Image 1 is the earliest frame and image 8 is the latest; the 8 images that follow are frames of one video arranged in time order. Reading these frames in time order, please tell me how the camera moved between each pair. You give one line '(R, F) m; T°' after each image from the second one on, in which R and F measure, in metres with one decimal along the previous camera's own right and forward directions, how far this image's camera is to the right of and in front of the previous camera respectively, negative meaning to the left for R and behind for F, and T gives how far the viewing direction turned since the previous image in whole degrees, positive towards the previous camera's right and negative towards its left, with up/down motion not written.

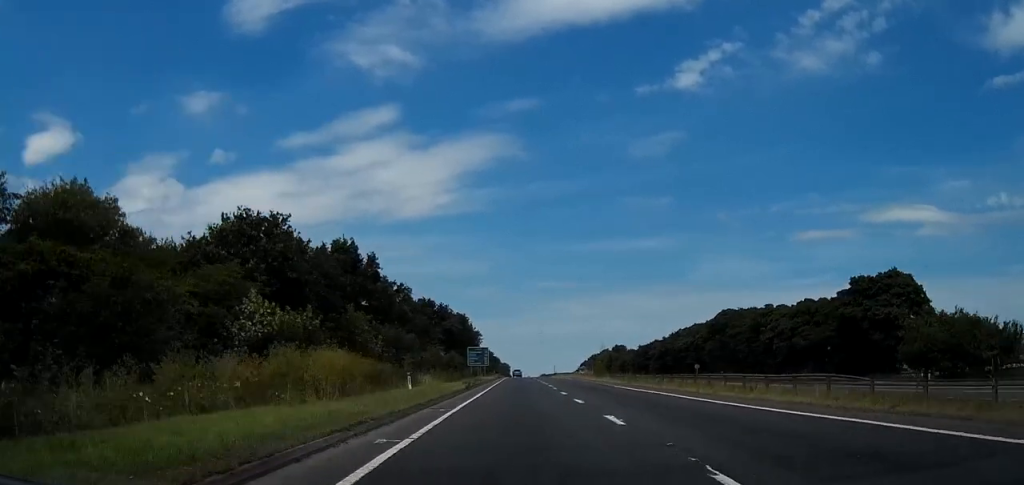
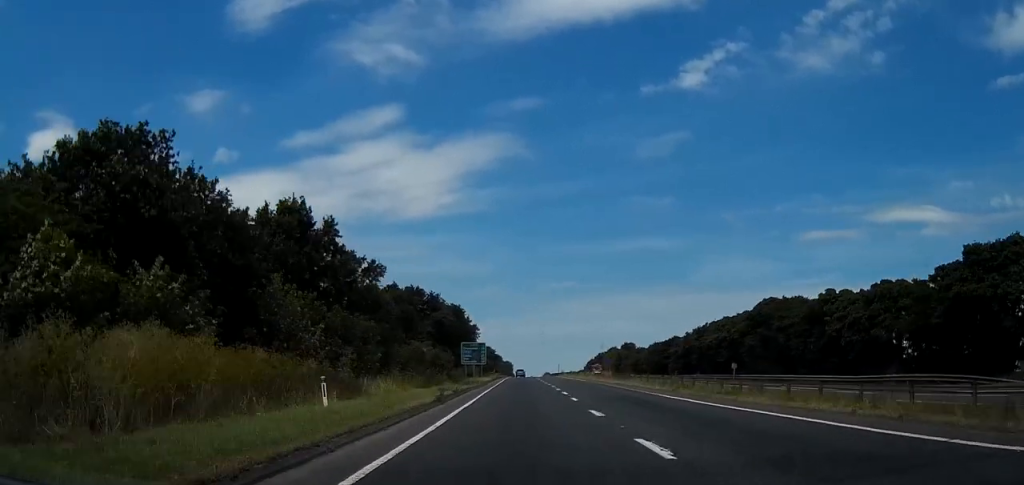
(0.0, +14.1) m; 0°
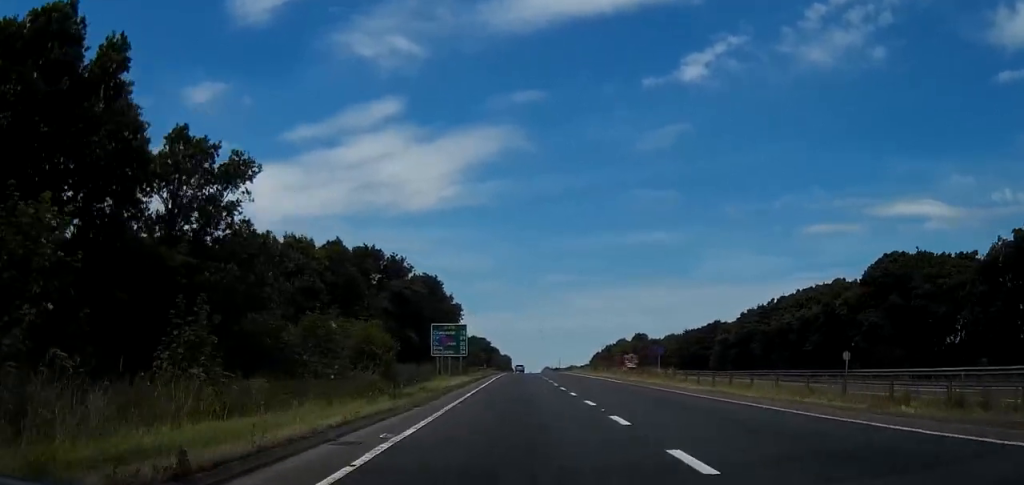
(0.0, +26.4) m; 0°
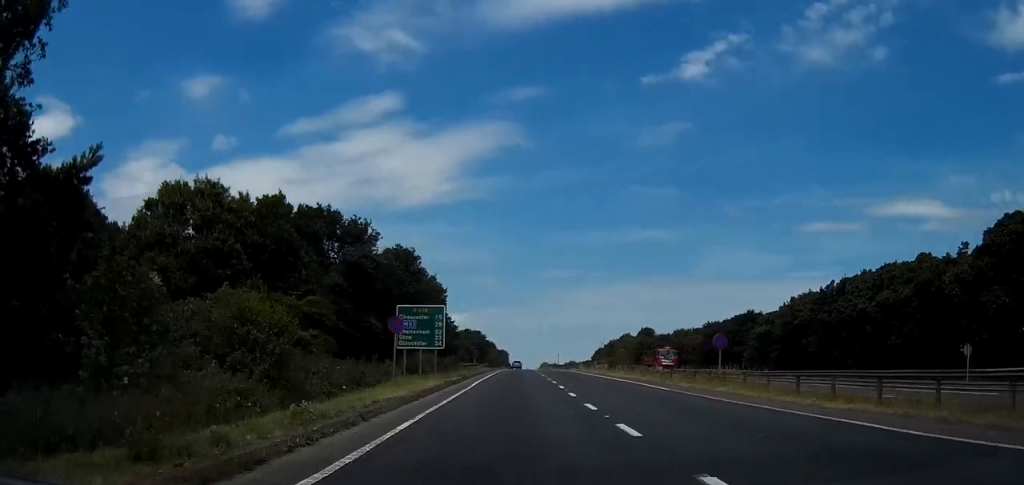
(0.0, +14.7) m; 0°
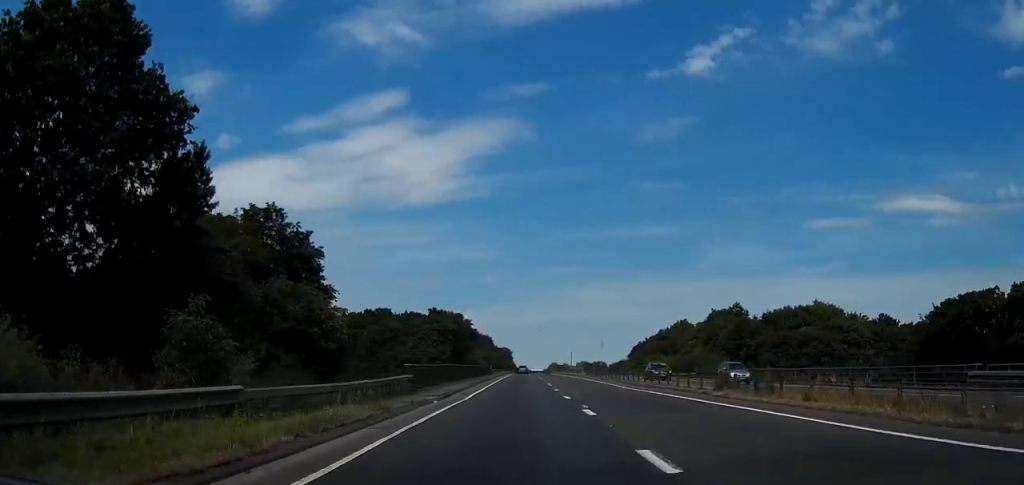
(+0.4, +73.2) m; 0°
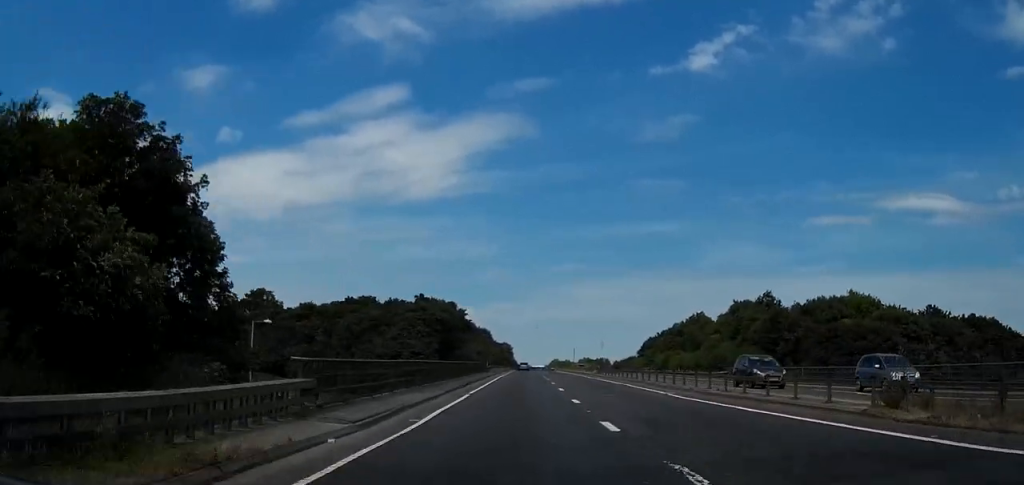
(0.0, +13.6) m; 0°
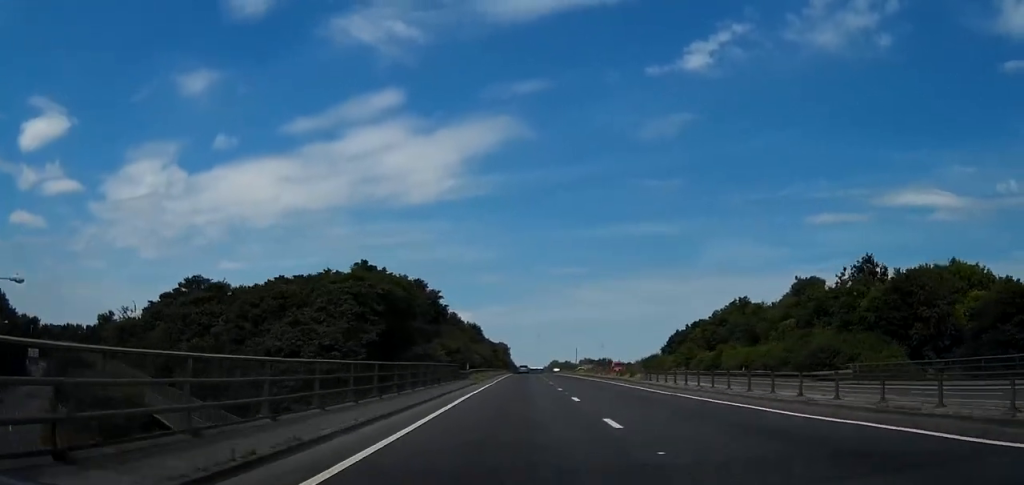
(-0.2, +30.0) m; -1°
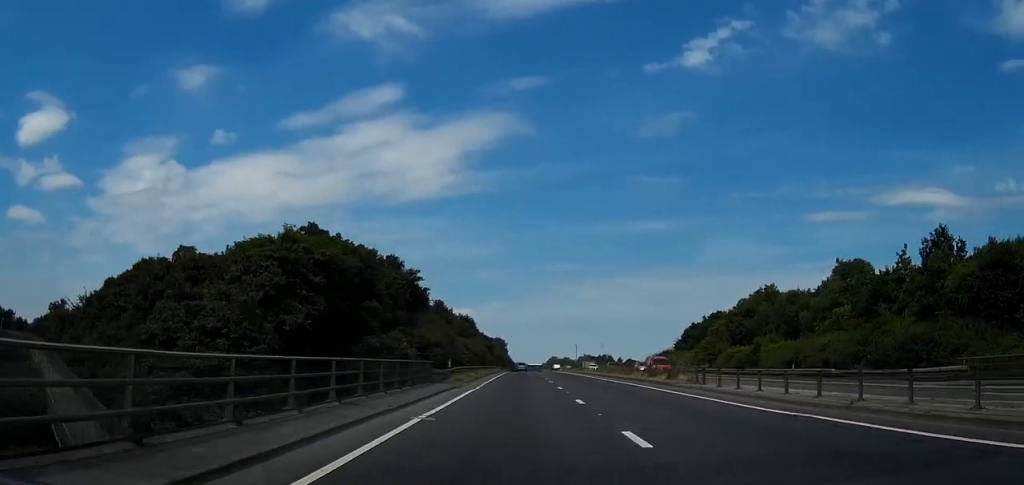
(0.0, +13.7) m; 0°
